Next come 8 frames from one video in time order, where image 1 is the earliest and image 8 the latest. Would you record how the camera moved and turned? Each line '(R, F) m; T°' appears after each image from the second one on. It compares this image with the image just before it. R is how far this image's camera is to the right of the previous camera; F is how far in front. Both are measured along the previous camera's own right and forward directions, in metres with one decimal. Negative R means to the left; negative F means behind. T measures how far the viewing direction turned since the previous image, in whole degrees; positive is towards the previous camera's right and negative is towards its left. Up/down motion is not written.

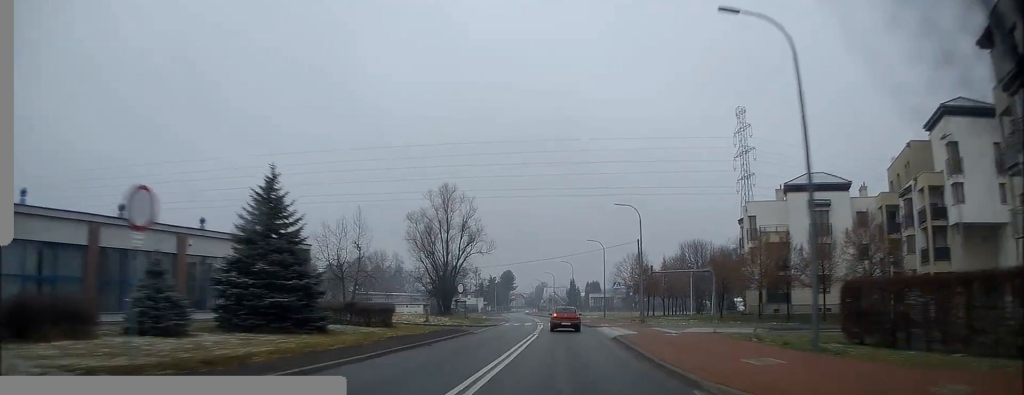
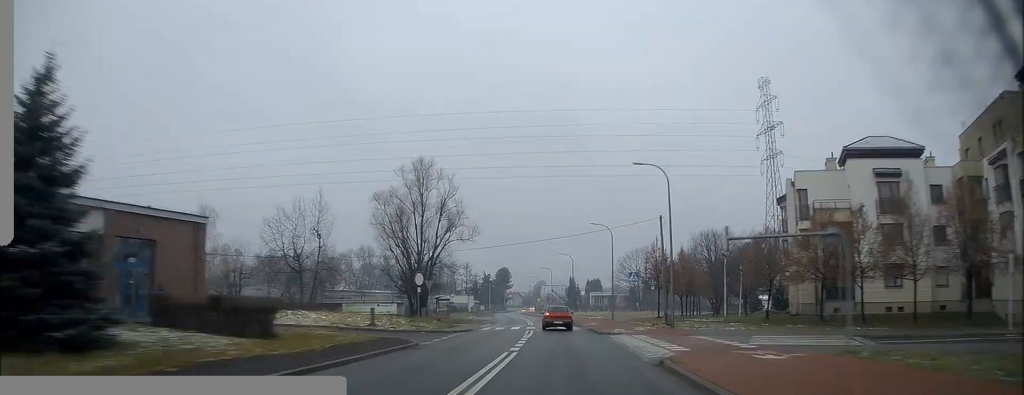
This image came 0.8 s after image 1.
(0.0, +13.0) m; 0°
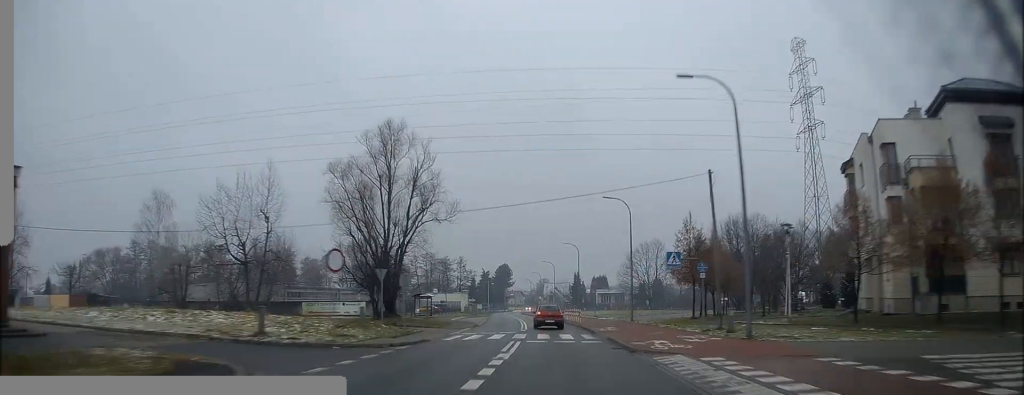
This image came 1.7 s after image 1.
(0.0, +13.1) m; -1°
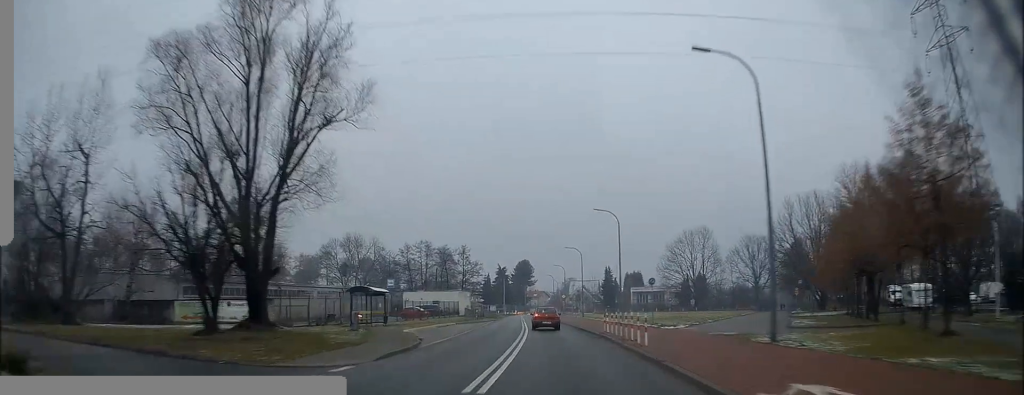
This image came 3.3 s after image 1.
(-0.2, +26.3) m; -1°
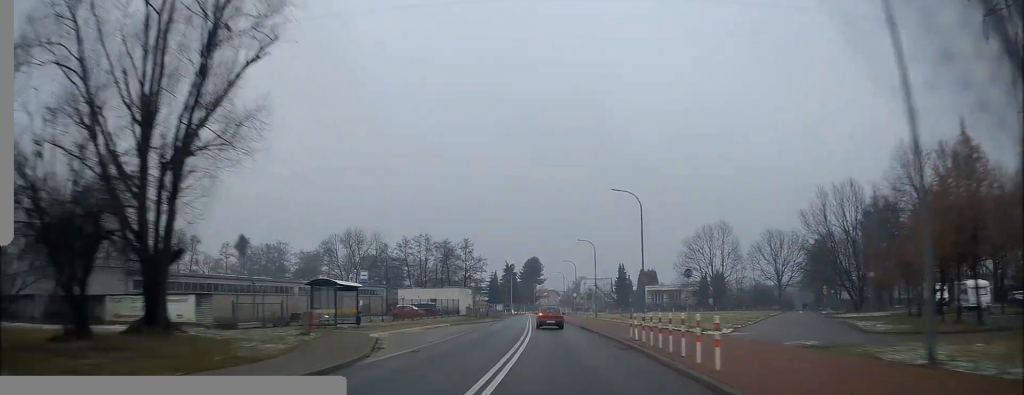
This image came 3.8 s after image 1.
(+0.1, +7.9) m; 0°
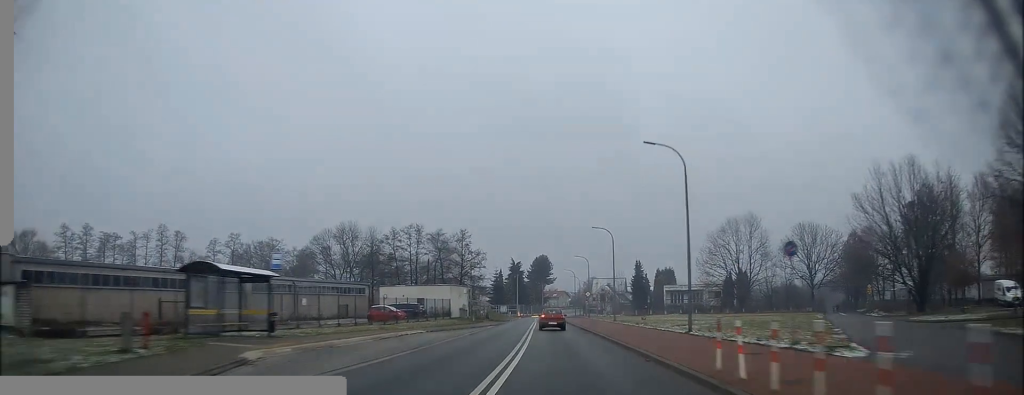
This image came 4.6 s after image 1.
(-0.2, +12.0) m; -2°
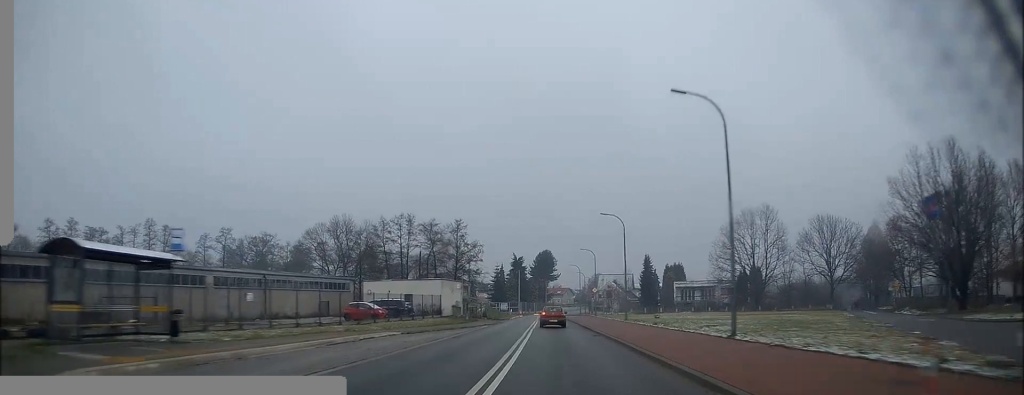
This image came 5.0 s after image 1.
(-0.1, +6.8) m; -1°
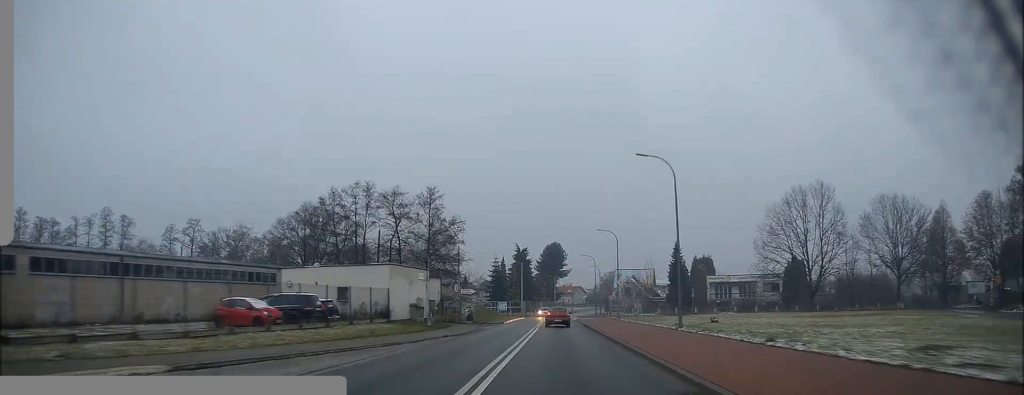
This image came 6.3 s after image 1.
(-0.2, +19.8) m; -1°
